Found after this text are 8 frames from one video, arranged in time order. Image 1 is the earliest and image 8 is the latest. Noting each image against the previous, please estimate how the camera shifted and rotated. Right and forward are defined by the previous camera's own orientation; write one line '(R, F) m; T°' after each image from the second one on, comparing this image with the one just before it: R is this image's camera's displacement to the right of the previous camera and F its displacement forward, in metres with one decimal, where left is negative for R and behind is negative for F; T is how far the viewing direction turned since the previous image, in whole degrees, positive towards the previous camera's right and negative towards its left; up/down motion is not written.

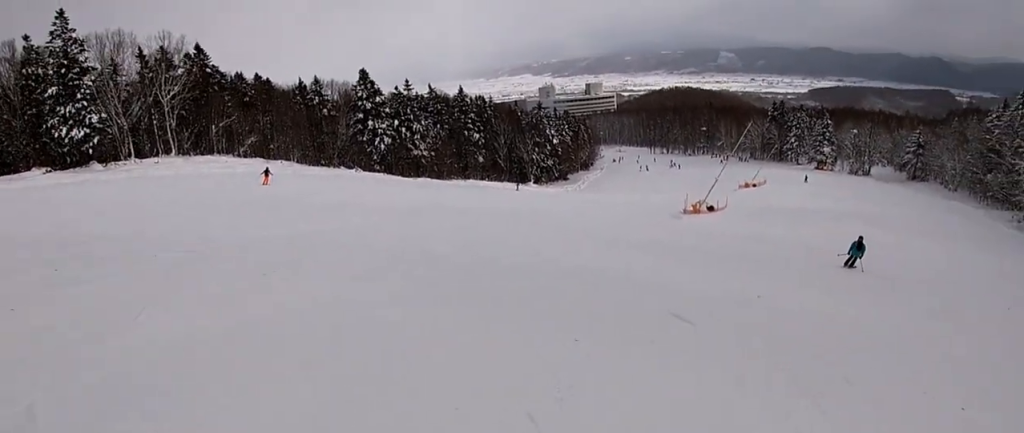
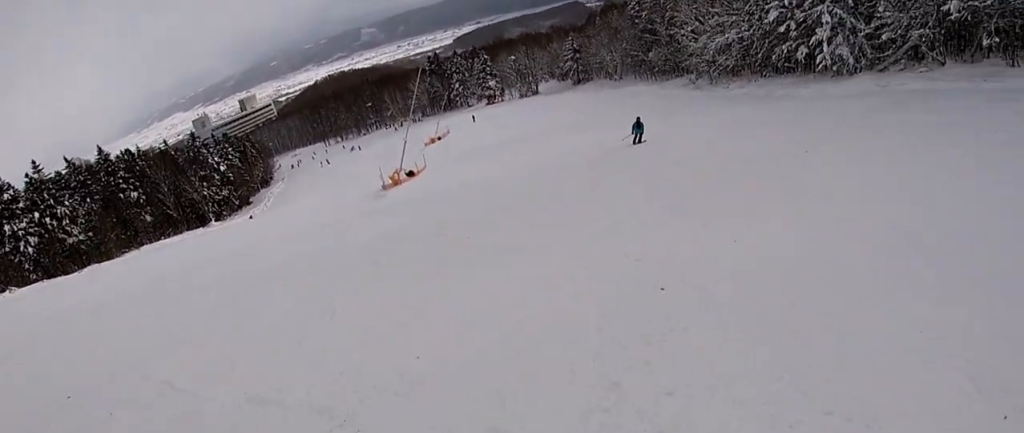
(+0.2, +6.8) m; +11°
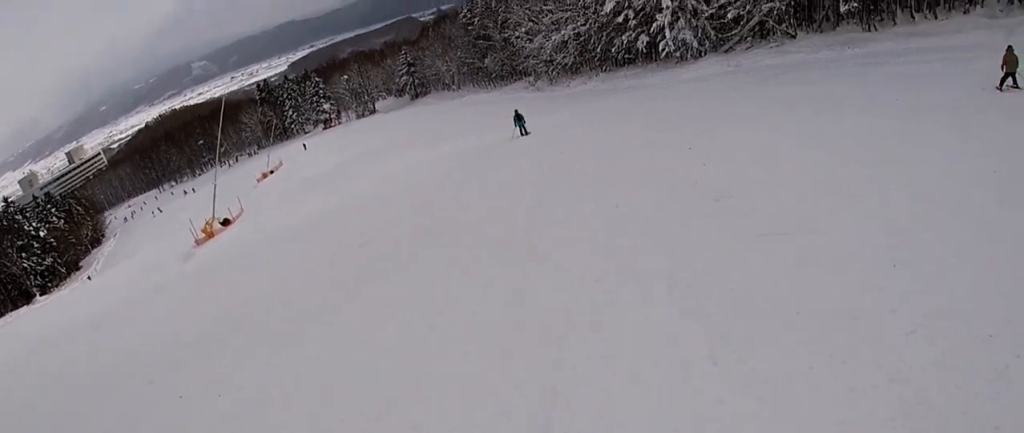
(+0.7, +5.1) m; +8°
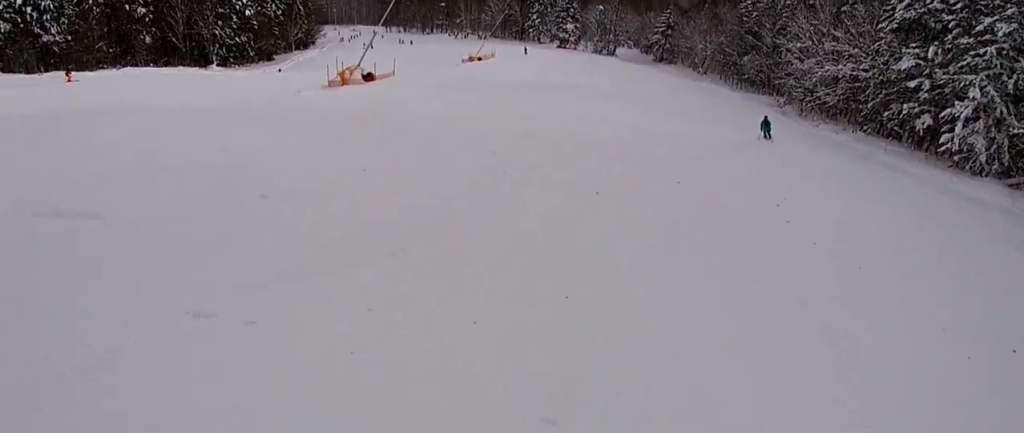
(+0.4, +7.0) m; -3°
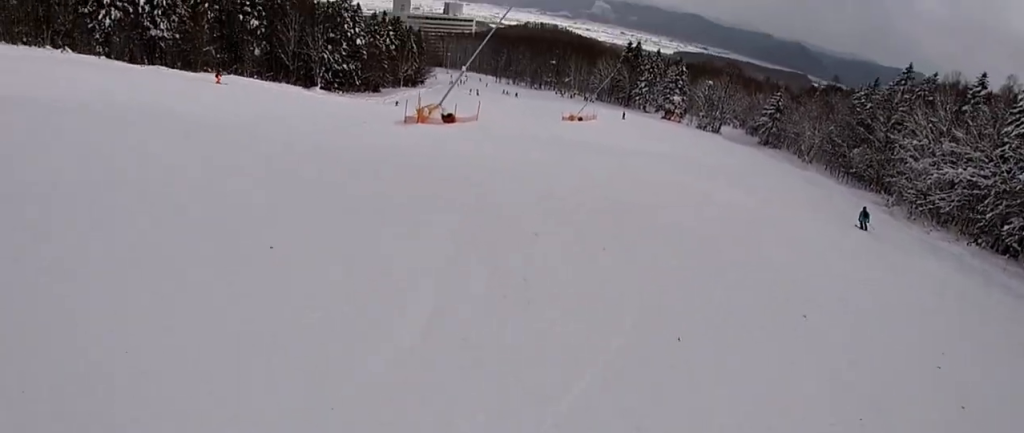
(+0.1, +3.5) m; -5°
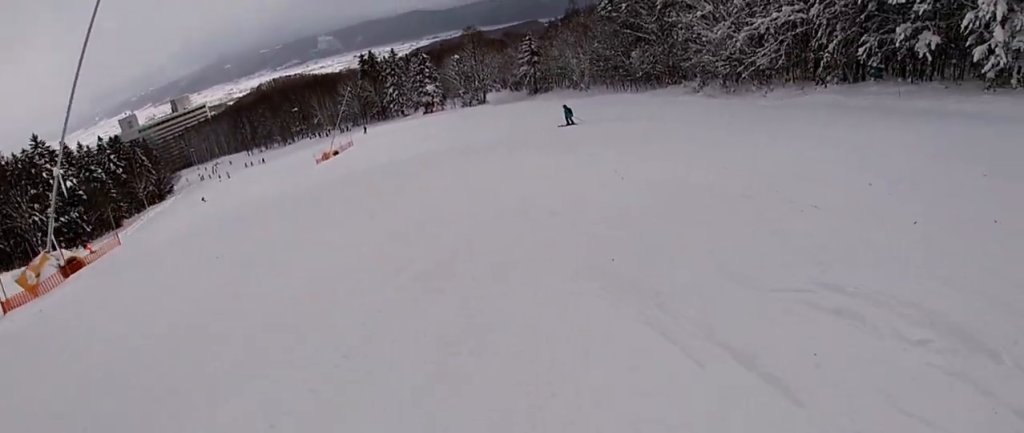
(-0.6, +12.1) m; +6°
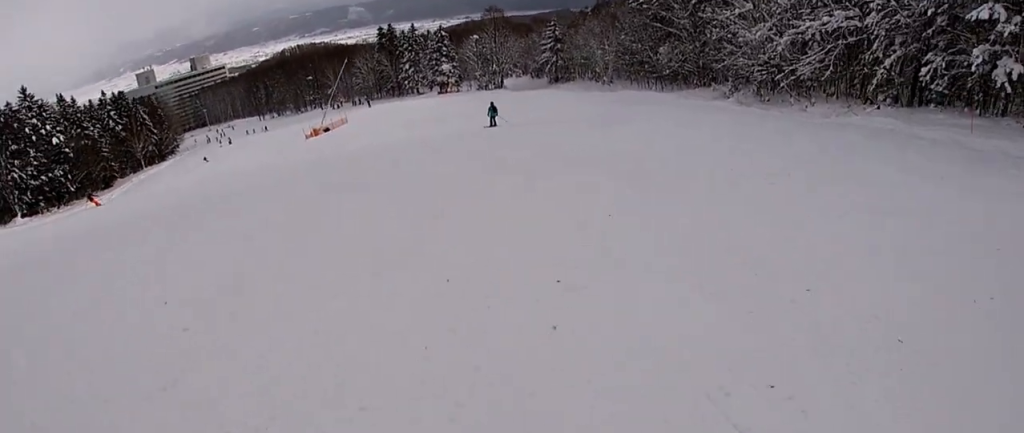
(+0.4, +5.9) m; +4°
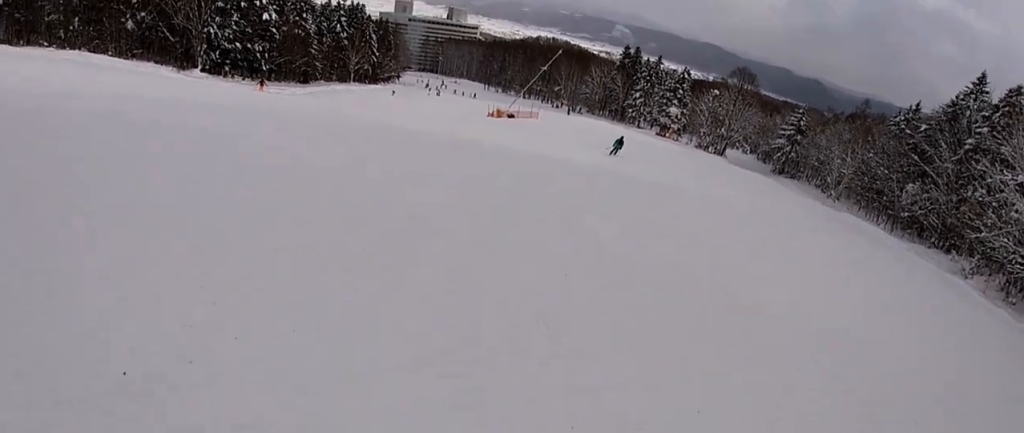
(+0.2, +8.8) m; -6°
